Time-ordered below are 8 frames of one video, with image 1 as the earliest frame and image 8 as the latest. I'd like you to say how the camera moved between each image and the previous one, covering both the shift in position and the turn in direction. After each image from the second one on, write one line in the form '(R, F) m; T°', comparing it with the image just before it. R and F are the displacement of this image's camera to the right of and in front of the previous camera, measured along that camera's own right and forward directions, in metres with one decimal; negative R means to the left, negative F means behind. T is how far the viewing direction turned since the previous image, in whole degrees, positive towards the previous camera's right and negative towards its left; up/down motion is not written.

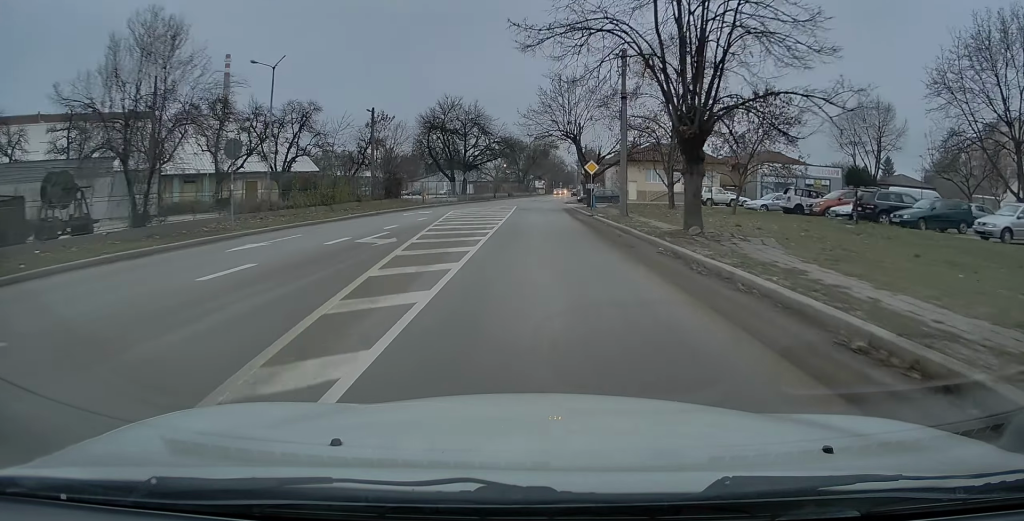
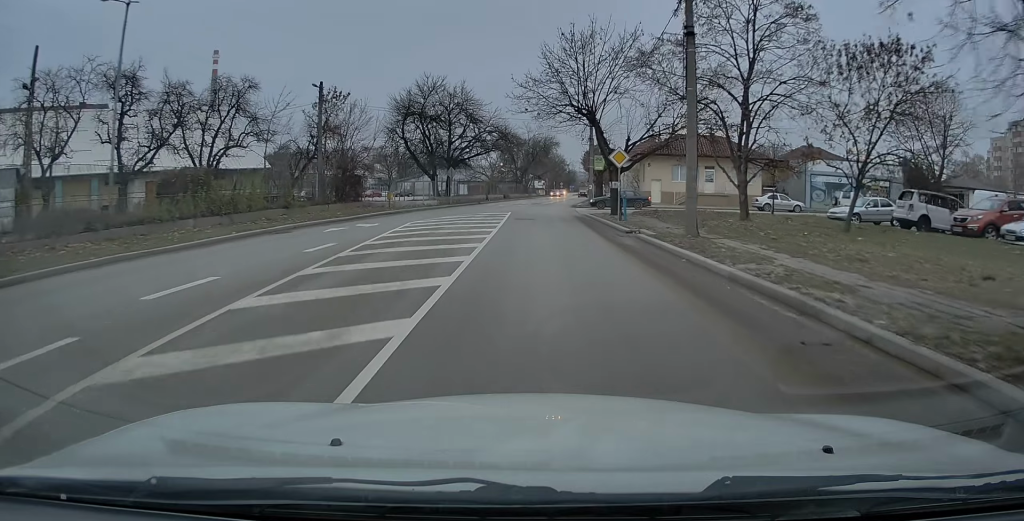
(+0.2, +13.4) m; 0°
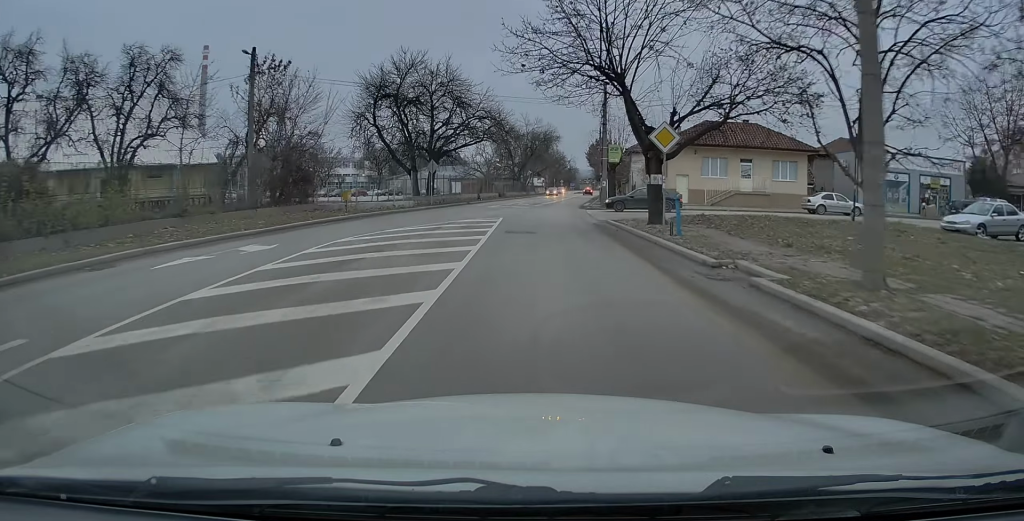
(-0.1, +9.9) m; -1°
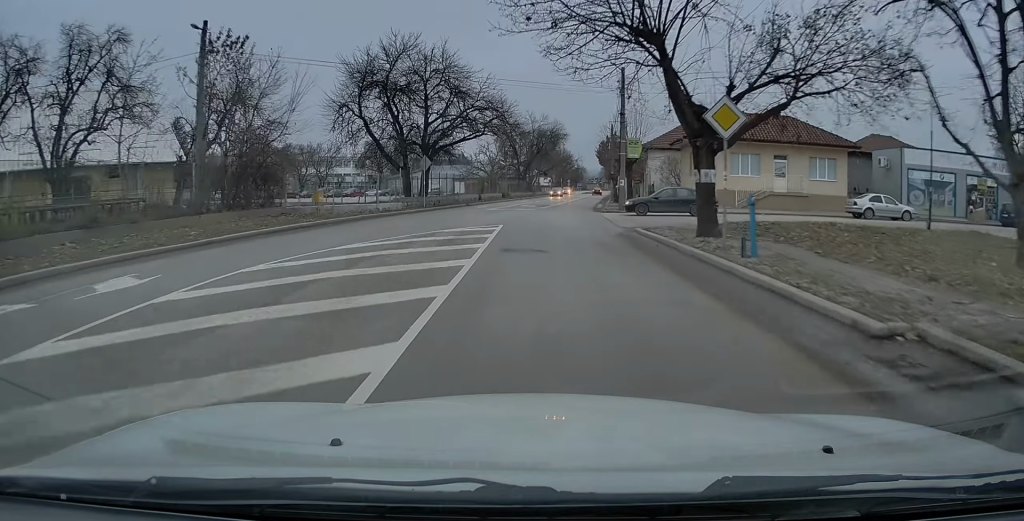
(-0.1, +5.5) m; -1°
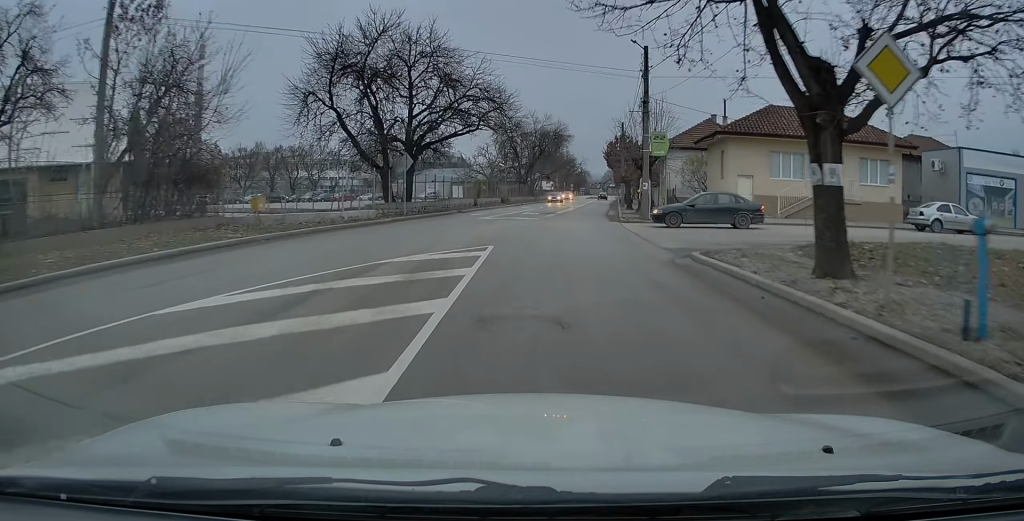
(0.0, +6.6) m; 0°
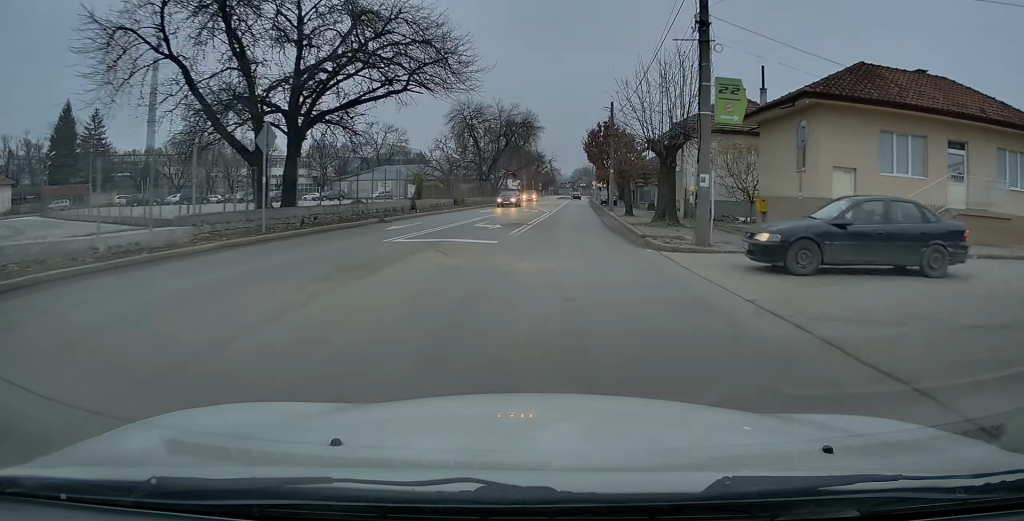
(+0.2, +14.2) m; +3°
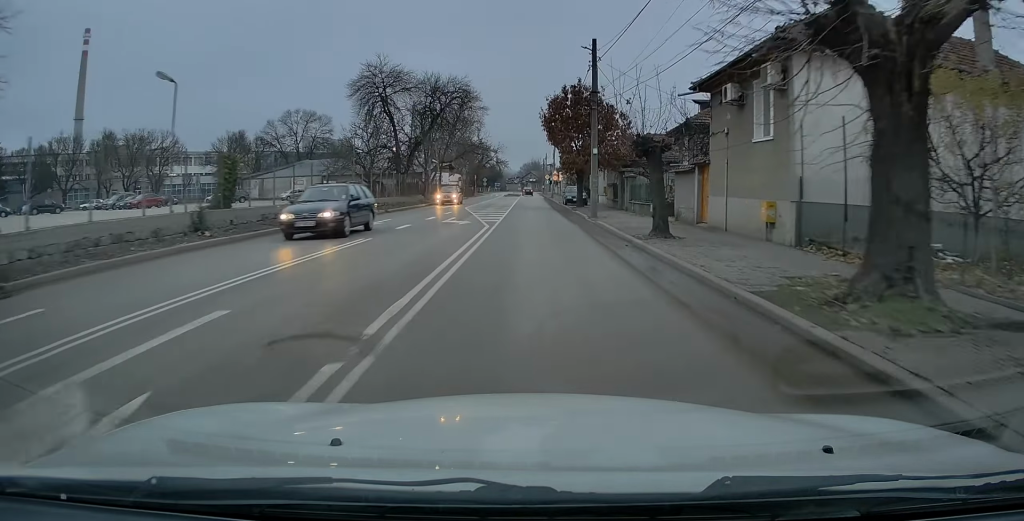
(+0.8, +19.6) m; +4°
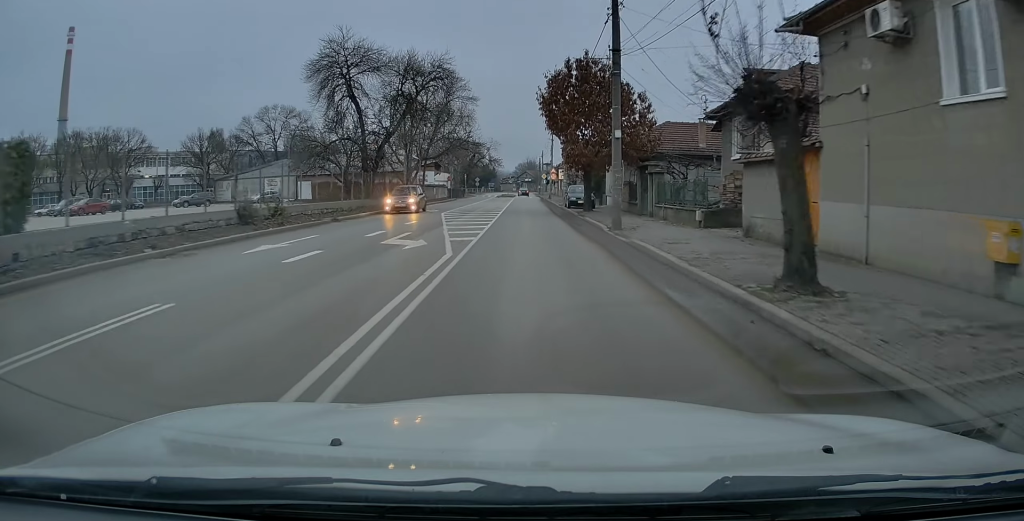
(+0.1, +9.1) m; +1°
